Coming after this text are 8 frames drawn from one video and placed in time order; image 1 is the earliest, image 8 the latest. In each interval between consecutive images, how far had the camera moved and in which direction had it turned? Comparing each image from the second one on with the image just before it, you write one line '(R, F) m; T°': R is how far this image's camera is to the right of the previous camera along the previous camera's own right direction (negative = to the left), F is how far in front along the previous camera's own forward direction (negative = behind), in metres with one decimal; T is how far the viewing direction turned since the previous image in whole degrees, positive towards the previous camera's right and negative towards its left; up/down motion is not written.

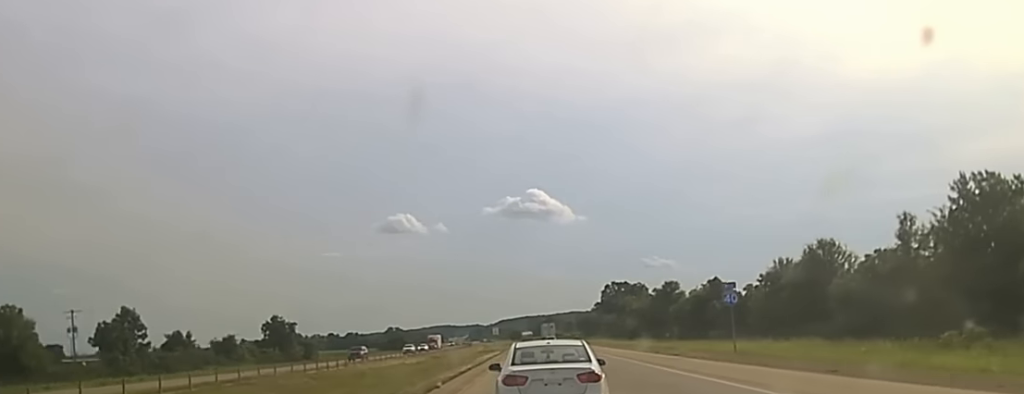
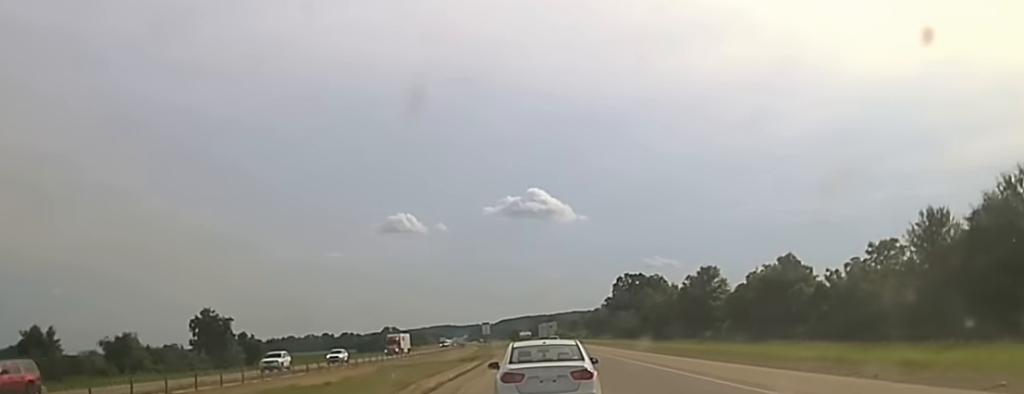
(+0.1, +47.7) m; +1°
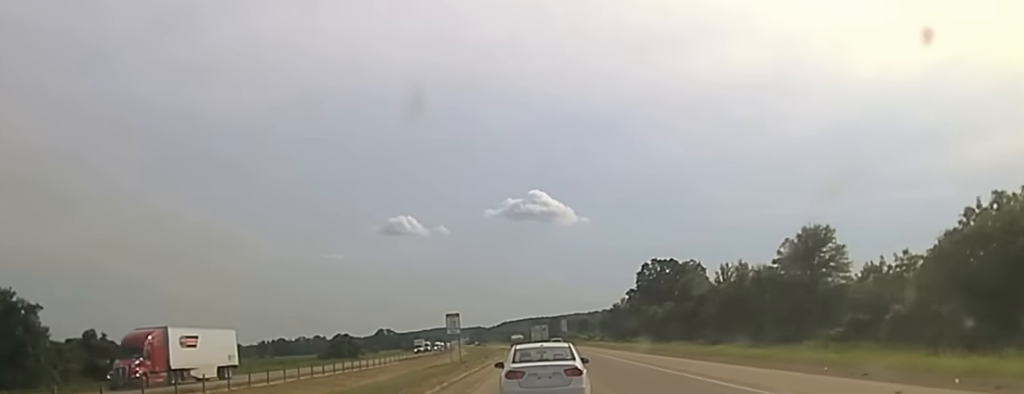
(+0.3, +69.1) m; 0°
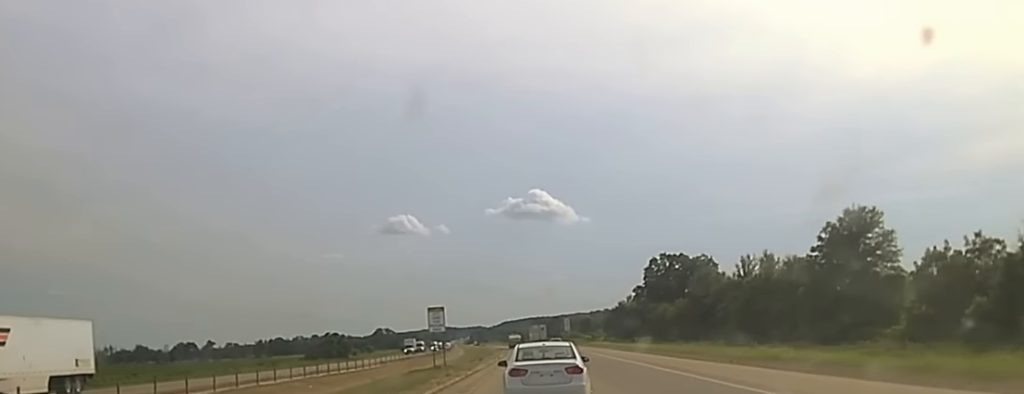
(-0.1, +14.6) m; 0°
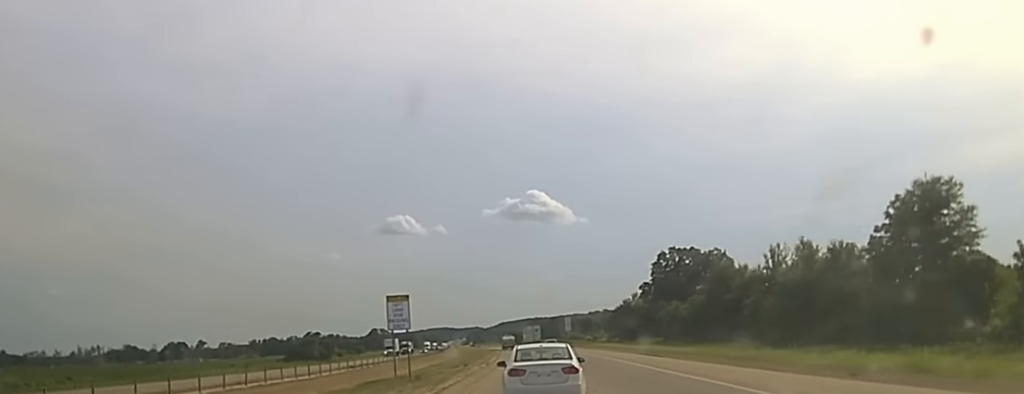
(-0.1, +17.5) m; 0°
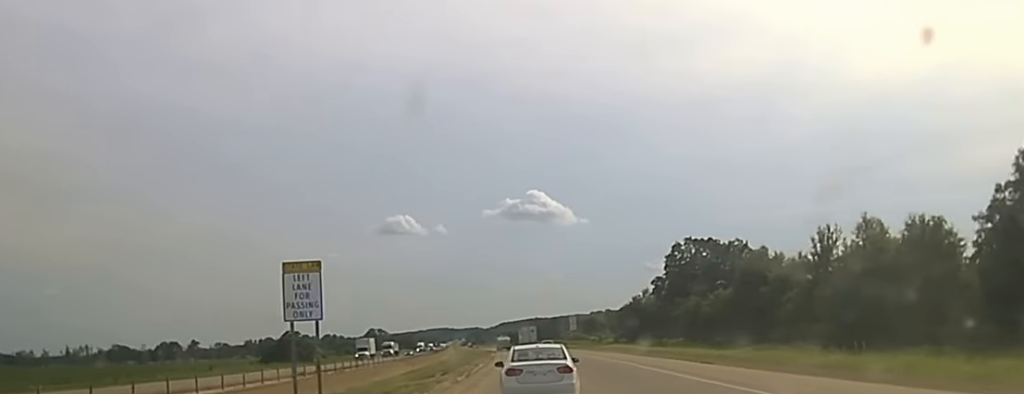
(+0.1, +21.5) m; 0°
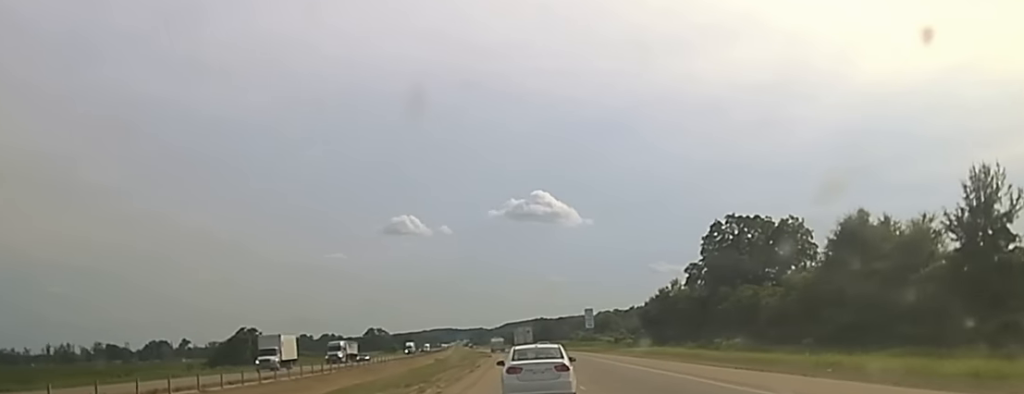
(-0.1, +34.0) m; 0°
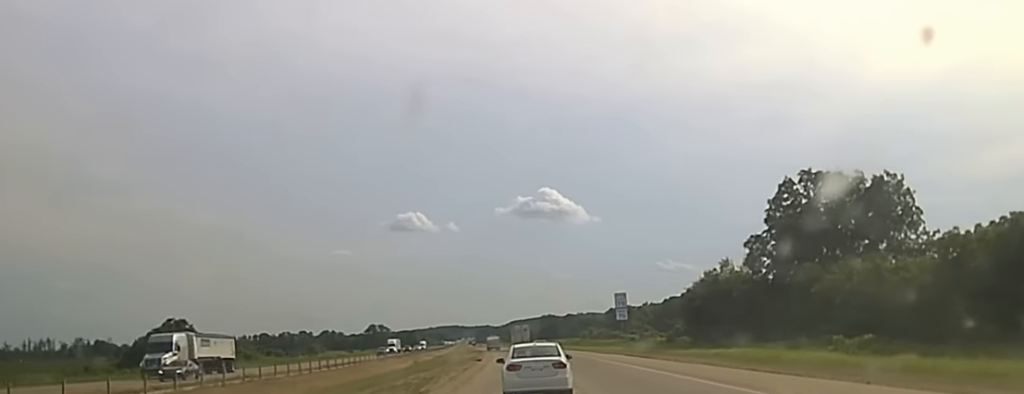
(+0.1, +35.6) m; 0°
